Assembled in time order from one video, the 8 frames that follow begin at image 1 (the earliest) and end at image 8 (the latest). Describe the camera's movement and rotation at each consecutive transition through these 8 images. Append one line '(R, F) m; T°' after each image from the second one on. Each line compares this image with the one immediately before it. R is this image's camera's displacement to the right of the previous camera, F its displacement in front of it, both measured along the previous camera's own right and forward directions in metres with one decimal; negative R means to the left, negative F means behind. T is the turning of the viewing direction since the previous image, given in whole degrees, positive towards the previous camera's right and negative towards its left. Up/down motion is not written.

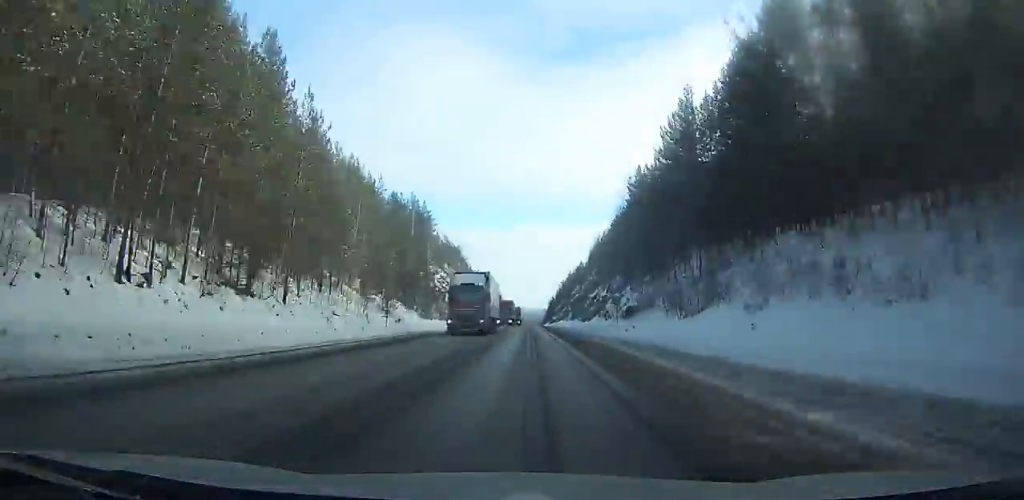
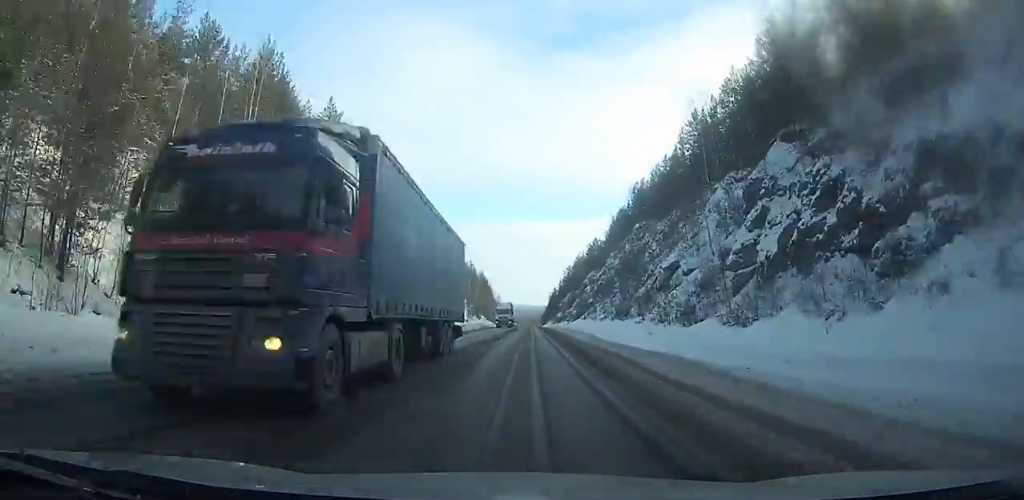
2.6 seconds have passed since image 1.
(-0.2, +64.6) m; 0°
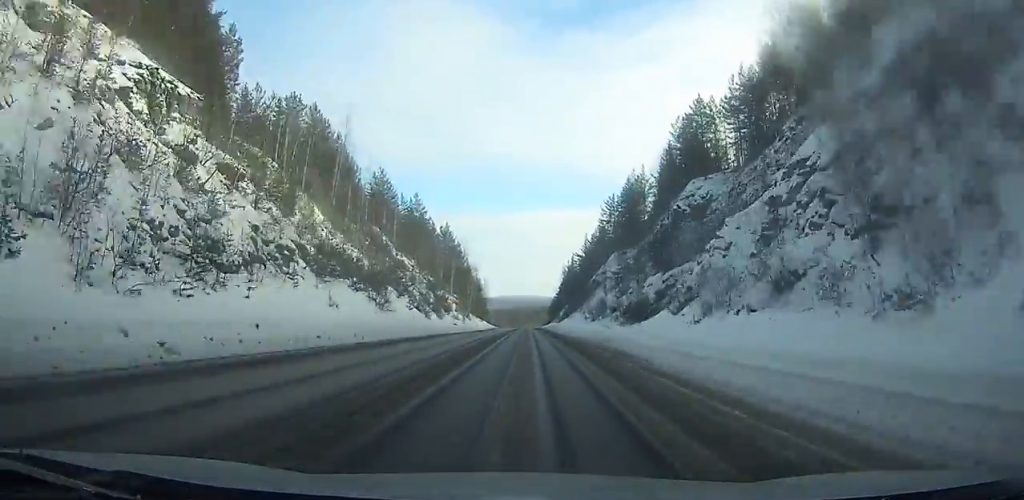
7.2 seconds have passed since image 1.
(-0.4, +115.0) m; 0°
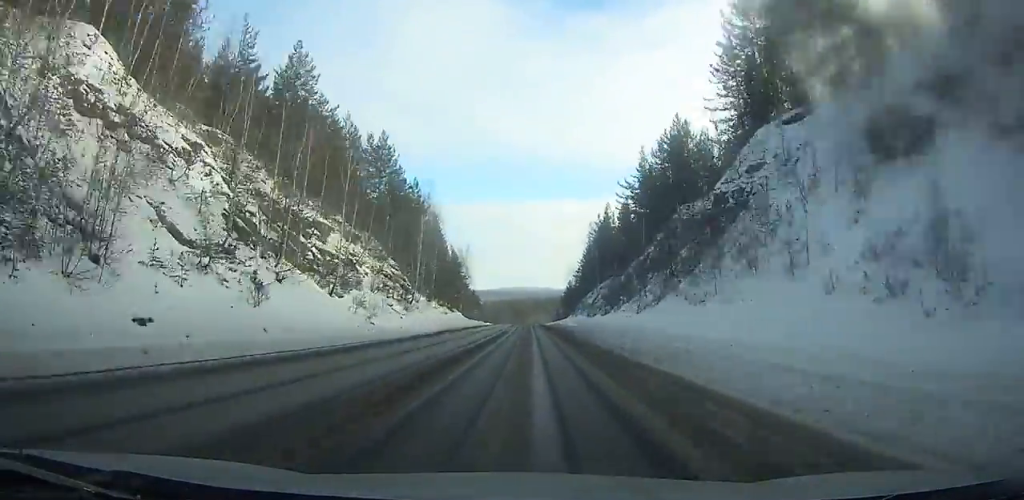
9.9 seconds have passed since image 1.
(-0.3, +68.7) m; 0°
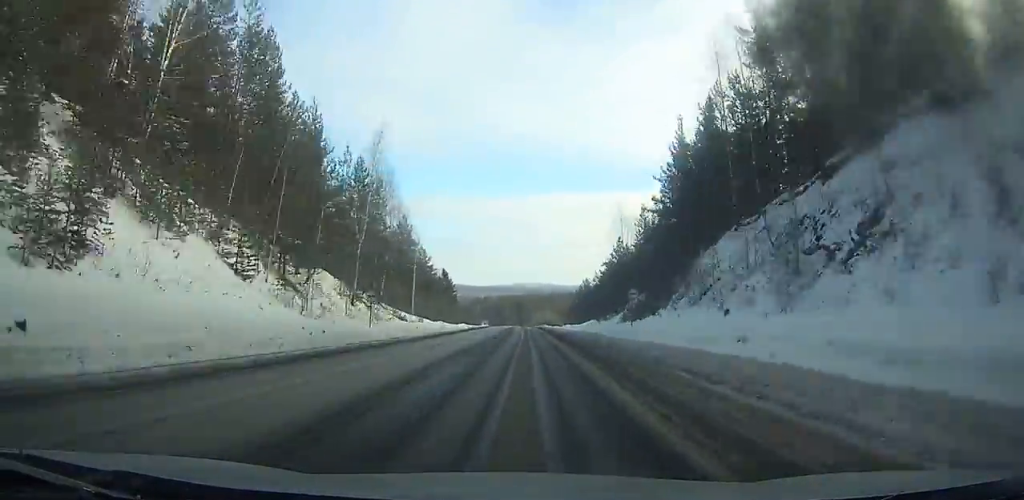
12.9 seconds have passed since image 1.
(0.0, +78.1) m; 0°
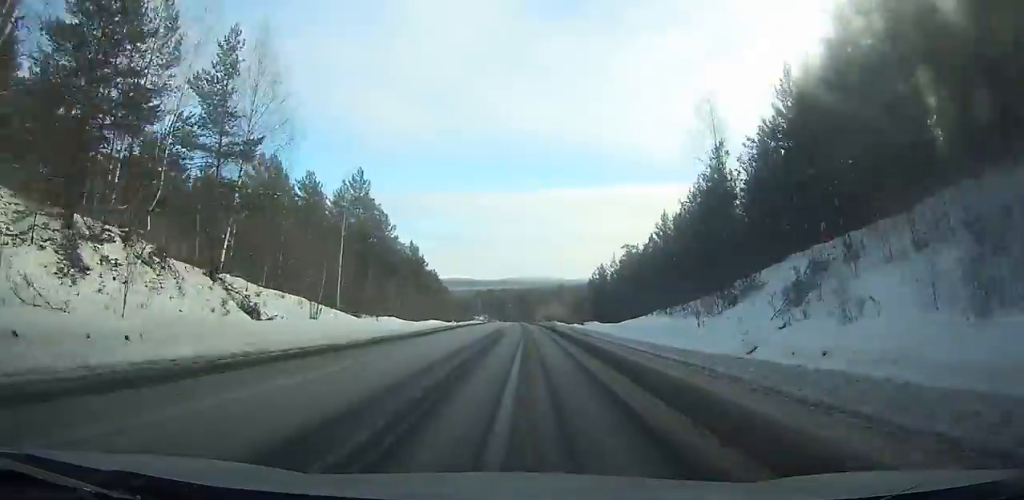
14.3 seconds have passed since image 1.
(+0.1, +37.3) m; 0°
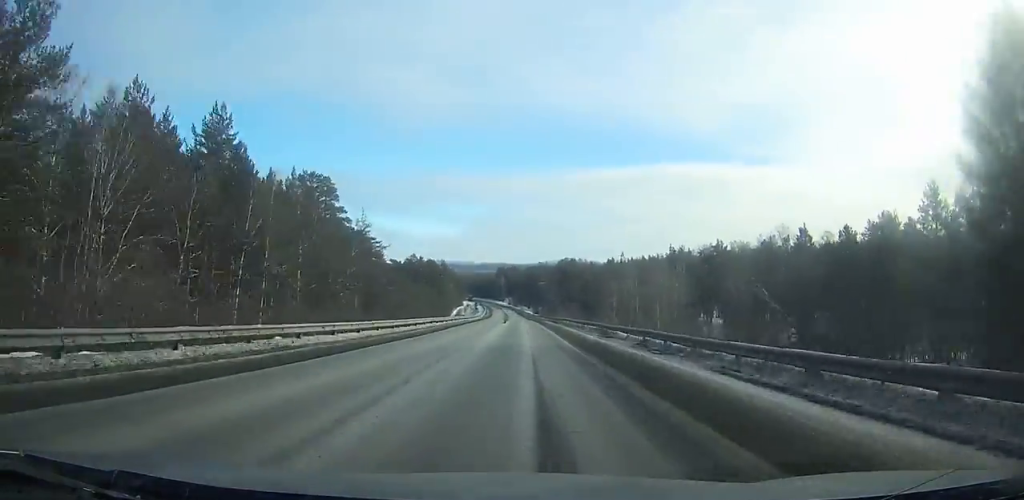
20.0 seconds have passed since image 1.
(-3.8, +155.6) m; -3°
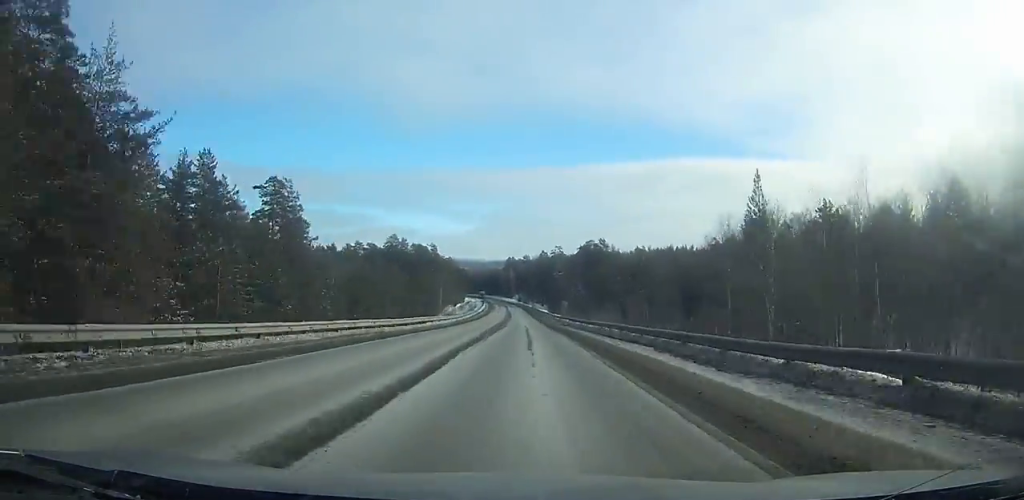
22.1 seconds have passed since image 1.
(-0.6, +58.5) m; -1°
